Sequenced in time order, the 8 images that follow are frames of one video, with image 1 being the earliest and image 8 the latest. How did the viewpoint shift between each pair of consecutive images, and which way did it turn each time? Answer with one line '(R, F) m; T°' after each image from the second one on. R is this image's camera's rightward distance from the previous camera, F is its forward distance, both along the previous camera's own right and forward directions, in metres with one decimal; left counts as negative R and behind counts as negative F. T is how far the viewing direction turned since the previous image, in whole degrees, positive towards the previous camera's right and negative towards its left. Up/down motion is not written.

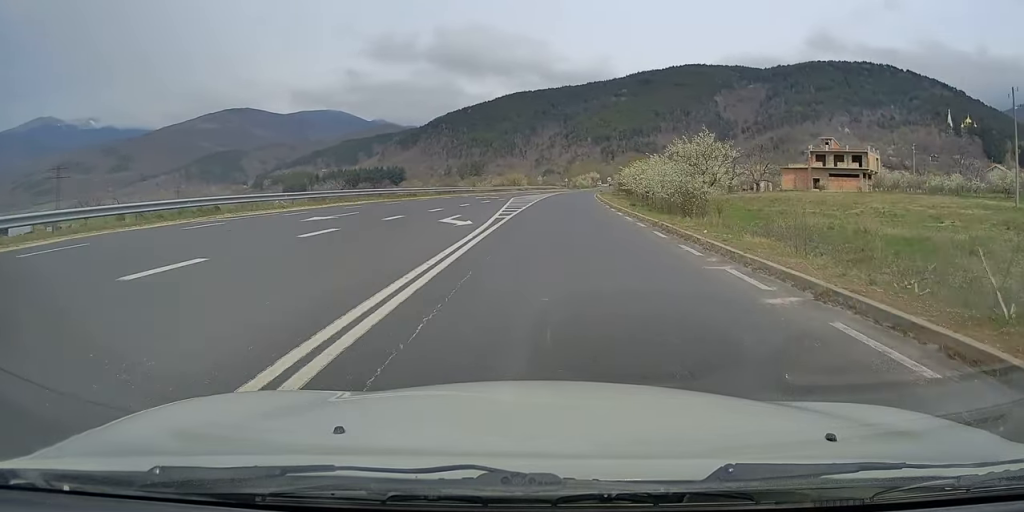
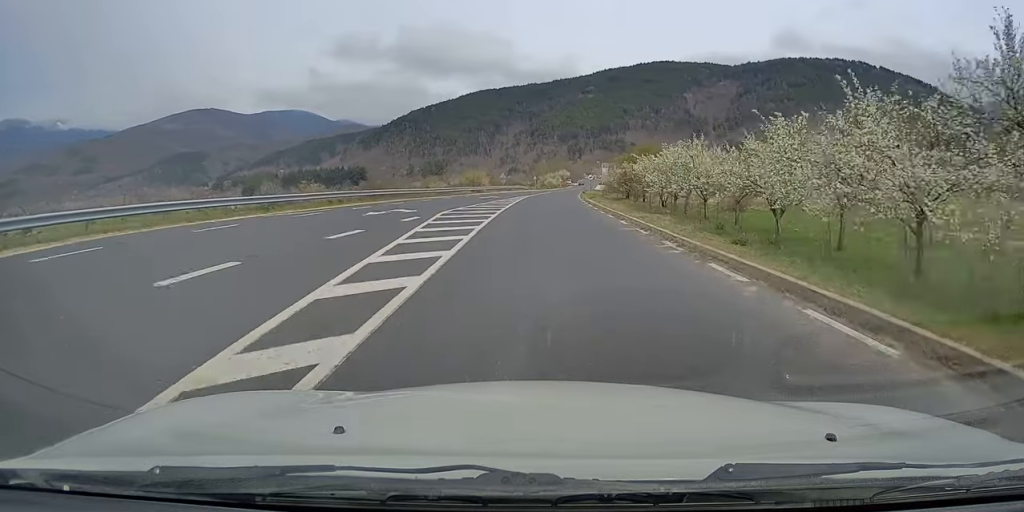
(+0.6, +23.4) m; +3°
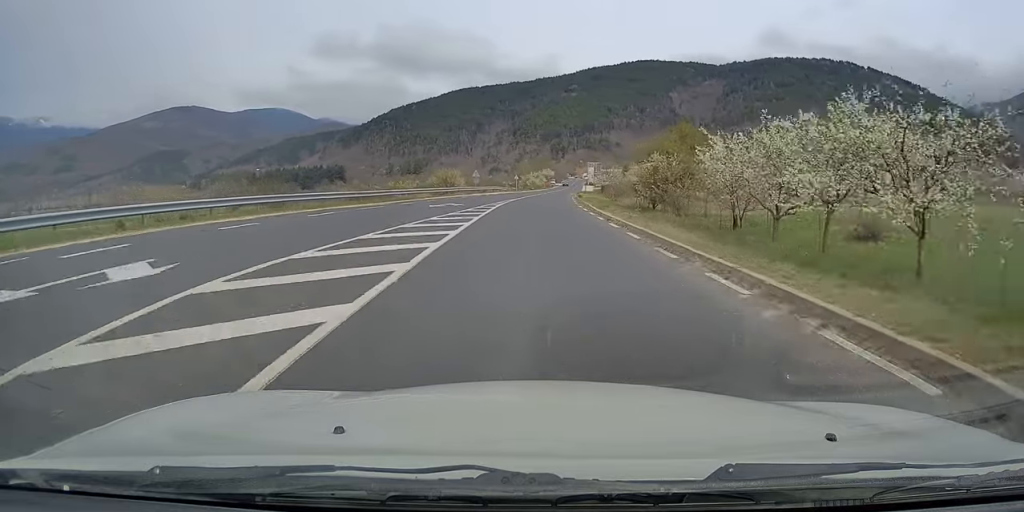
(+0.2, +17.0) m; +1°
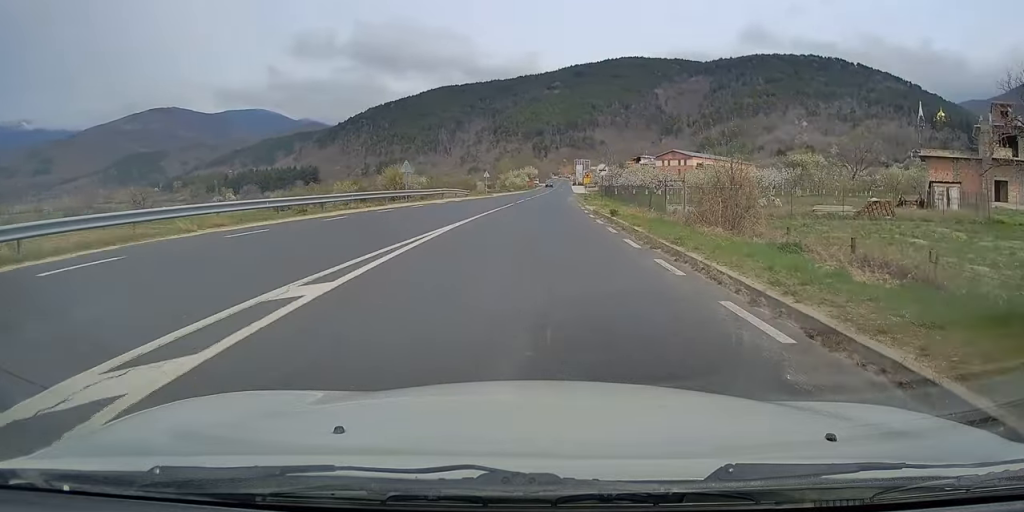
(+0.4, +30.4) m; +2°
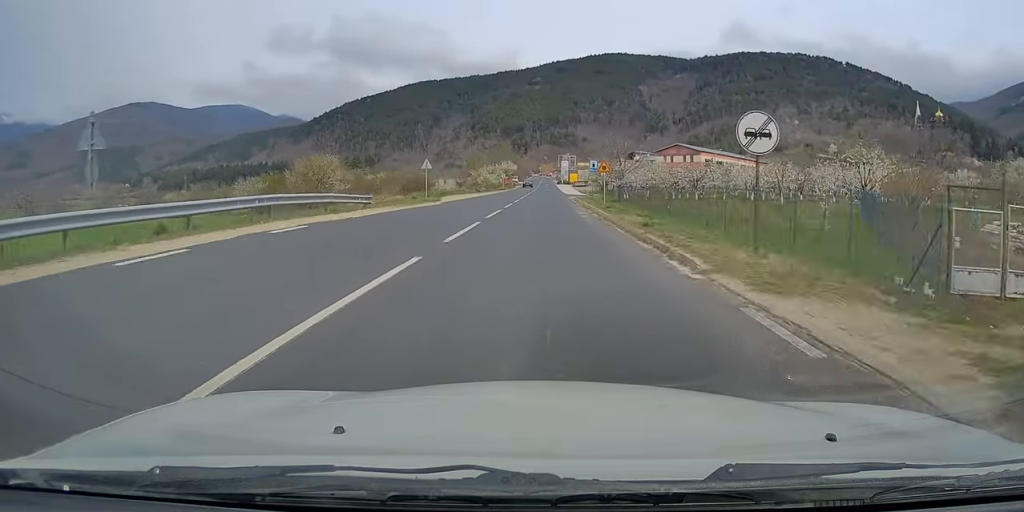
(+0.4, +28.4) m; +2°
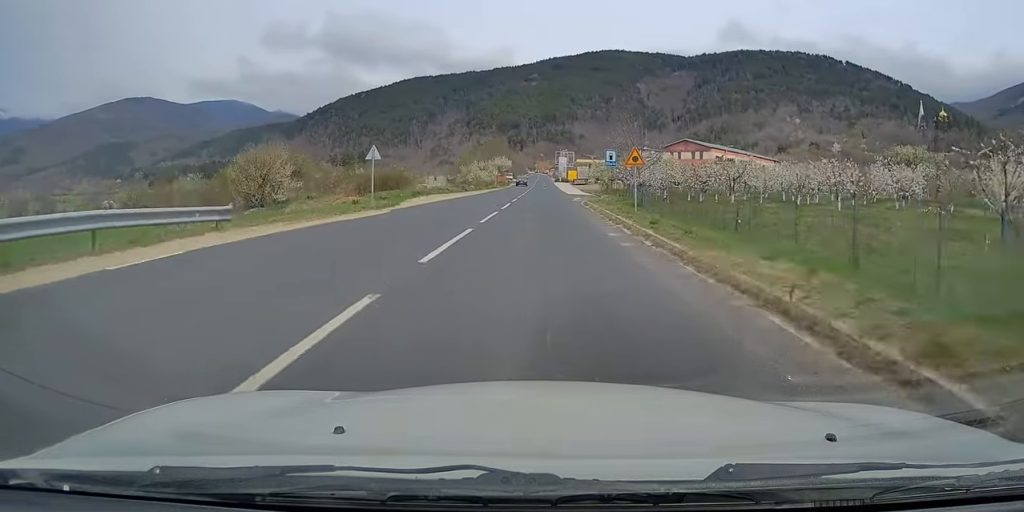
(+0.1, +12.1) m; +1°
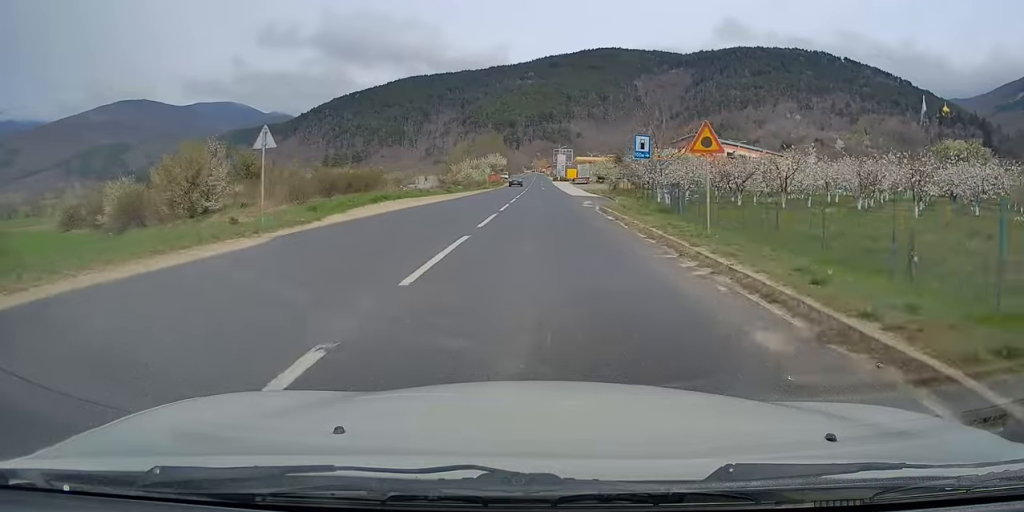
(+0.1, +10.7) m; 0°
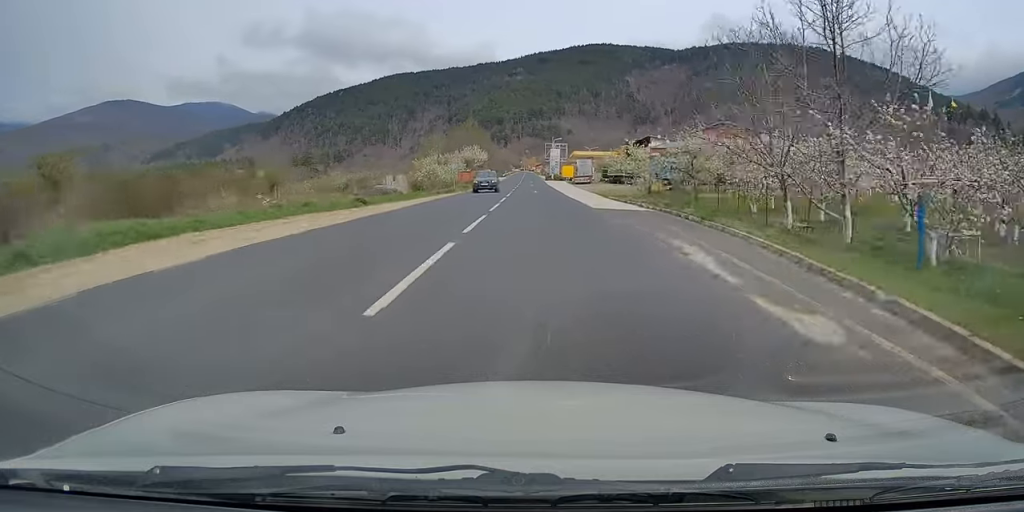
(0.0, +28.3) m; +1°
